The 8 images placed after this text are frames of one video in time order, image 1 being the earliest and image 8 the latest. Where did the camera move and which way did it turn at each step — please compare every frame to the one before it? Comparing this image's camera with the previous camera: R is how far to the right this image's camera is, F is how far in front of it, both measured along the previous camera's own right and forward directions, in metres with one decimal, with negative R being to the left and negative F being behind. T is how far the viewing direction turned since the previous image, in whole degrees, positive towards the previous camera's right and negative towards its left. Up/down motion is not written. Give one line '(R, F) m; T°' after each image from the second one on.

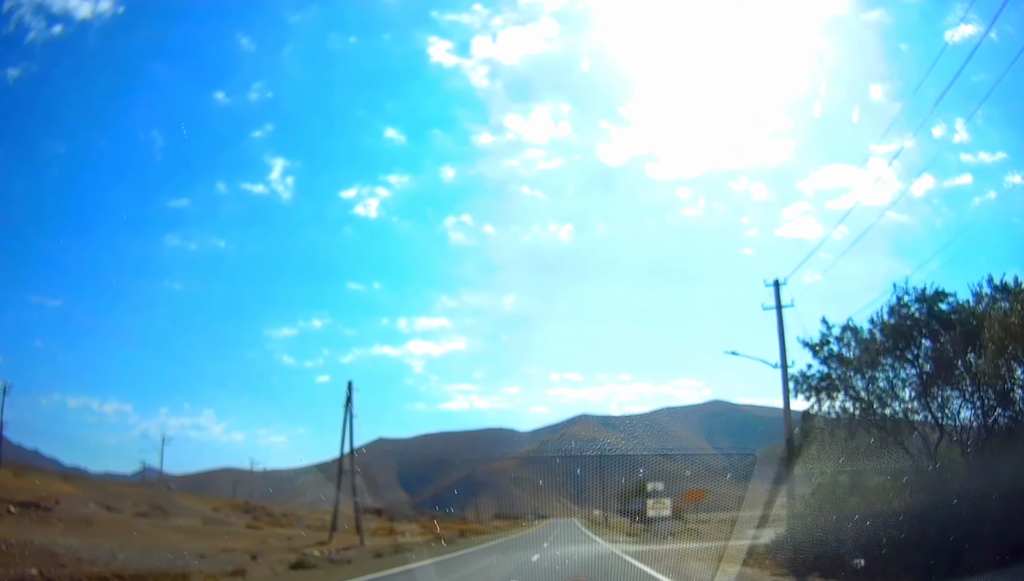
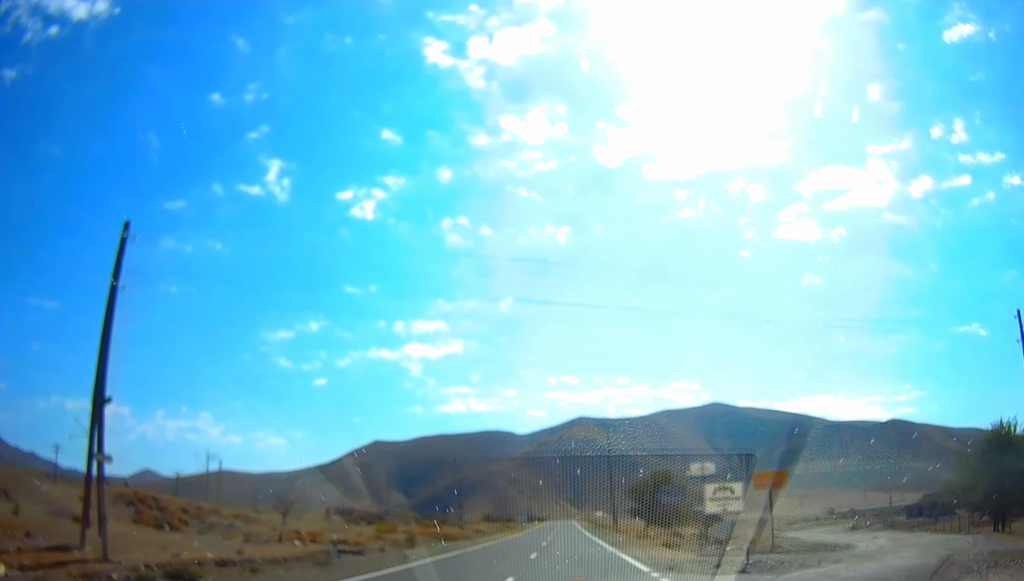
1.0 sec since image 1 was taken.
(0.0, +22.0) m; 0°
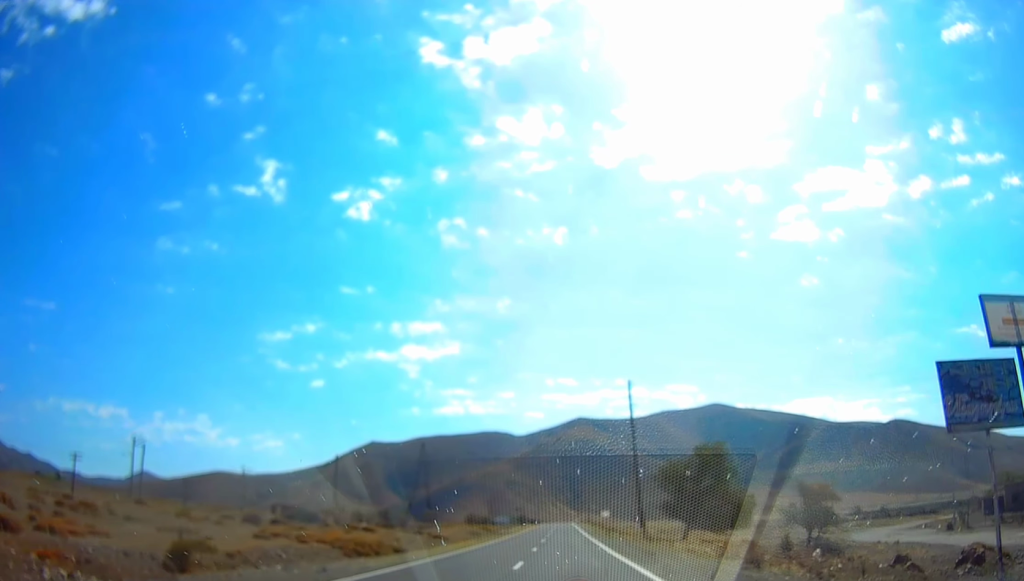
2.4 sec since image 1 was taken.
(0.0, +29.1) m; 0°
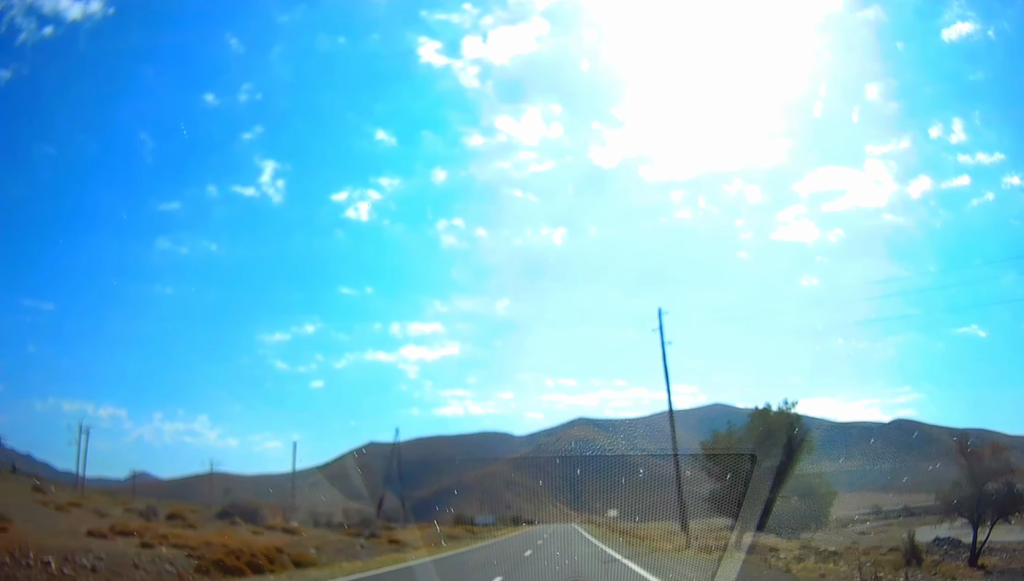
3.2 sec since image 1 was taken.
(0.0, +17.4) m; 0°
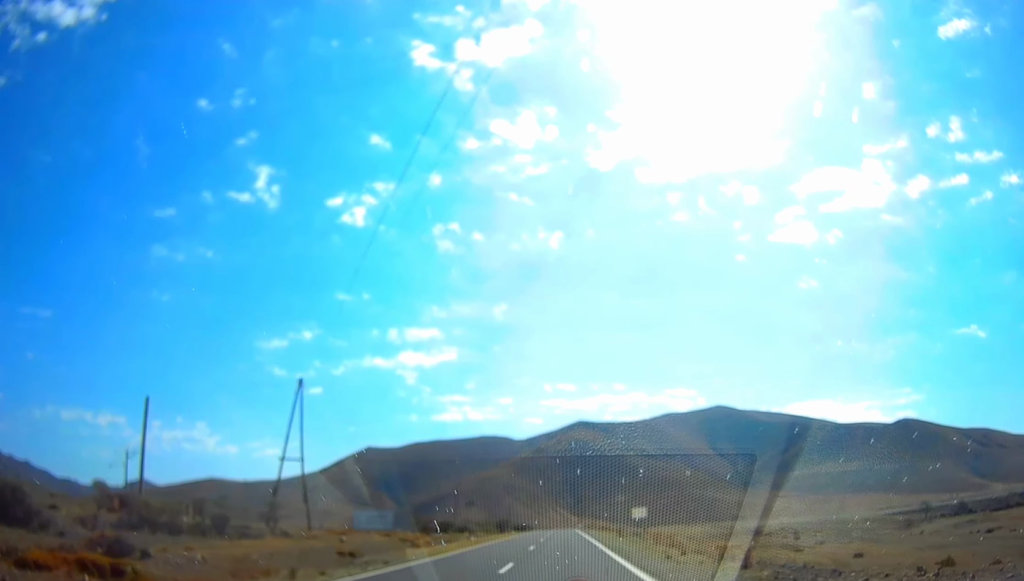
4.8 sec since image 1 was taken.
(+0.1, +34.8) m; 0°
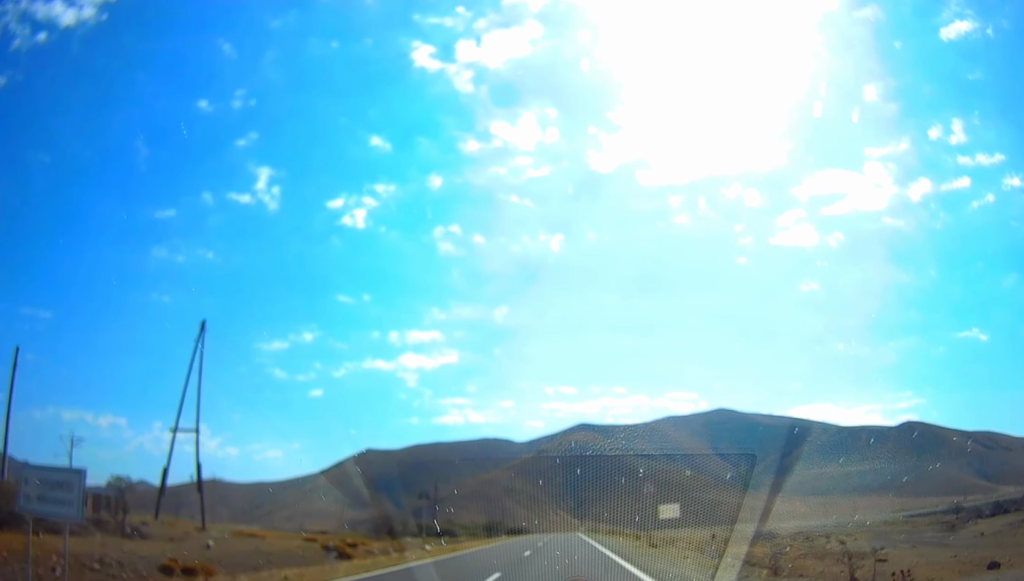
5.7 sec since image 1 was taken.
(0.0, +17.5) m; 0°
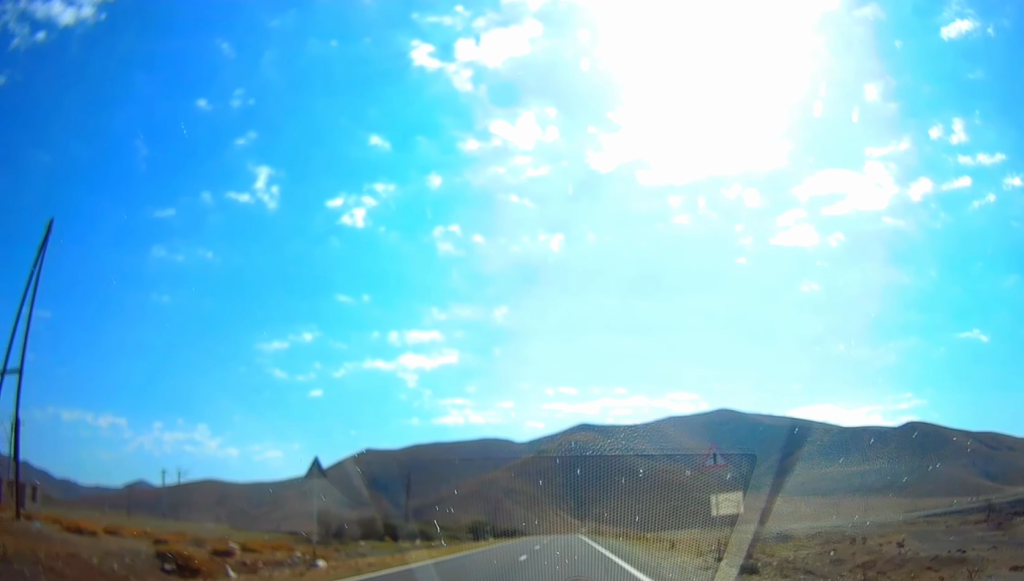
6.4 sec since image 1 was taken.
(0.0, +16.7) m; 0°
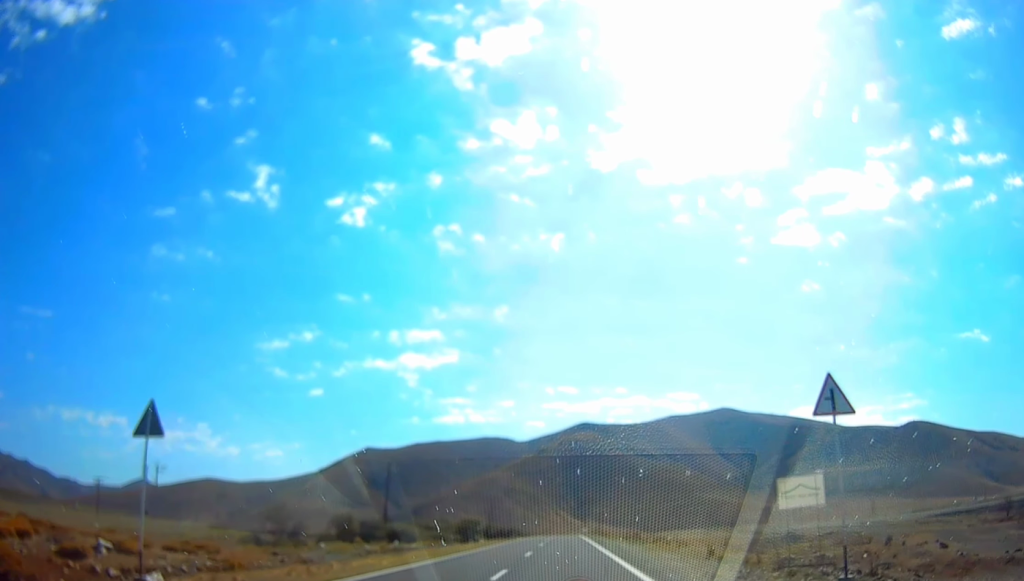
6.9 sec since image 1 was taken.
(0.0, +8.9) m; 0°
